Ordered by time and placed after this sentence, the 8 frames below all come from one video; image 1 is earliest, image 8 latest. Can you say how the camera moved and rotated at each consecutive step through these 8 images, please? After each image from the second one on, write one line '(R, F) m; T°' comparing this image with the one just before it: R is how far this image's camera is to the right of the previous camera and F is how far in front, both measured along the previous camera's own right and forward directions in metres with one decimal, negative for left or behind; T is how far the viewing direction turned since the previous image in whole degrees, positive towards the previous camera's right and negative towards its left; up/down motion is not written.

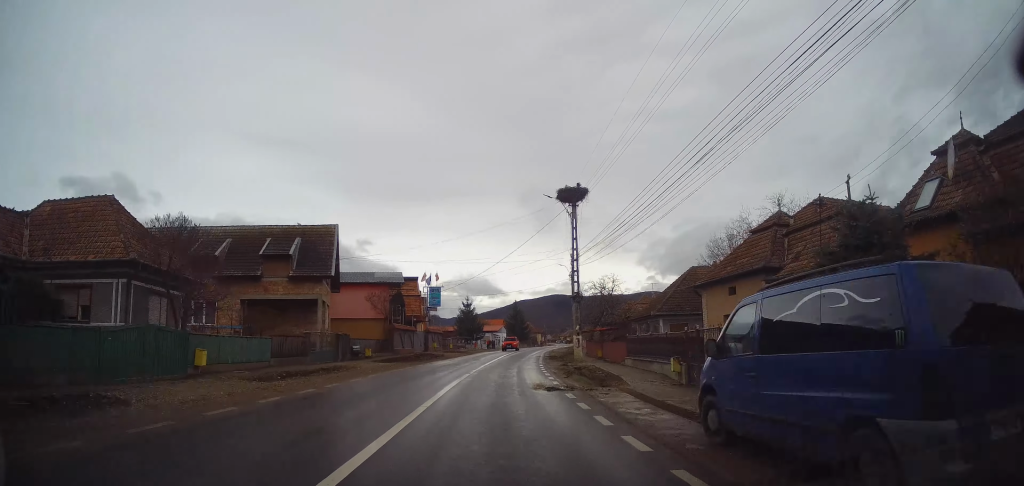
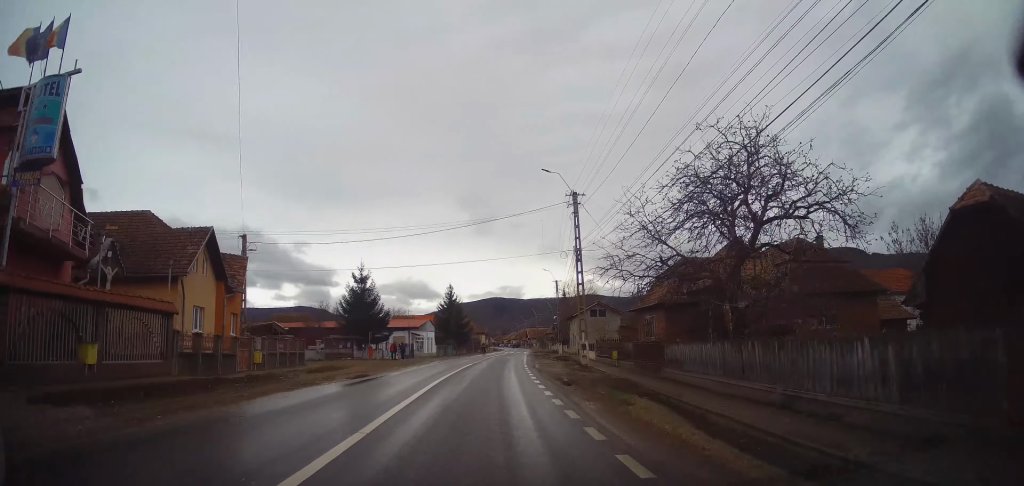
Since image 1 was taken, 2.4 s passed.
(+2.7, +42.6) m; +8°
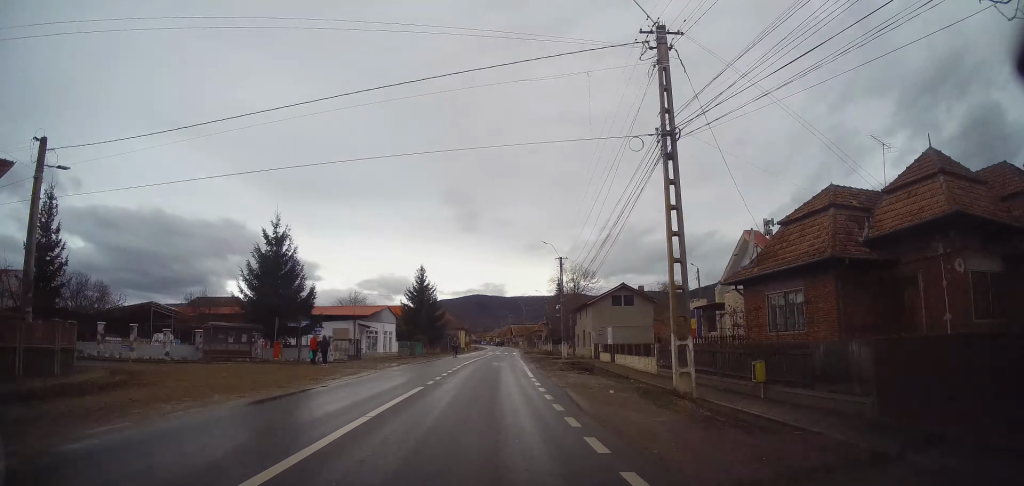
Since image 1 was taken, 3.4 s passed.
(+0.6, +18.6) m; +2°
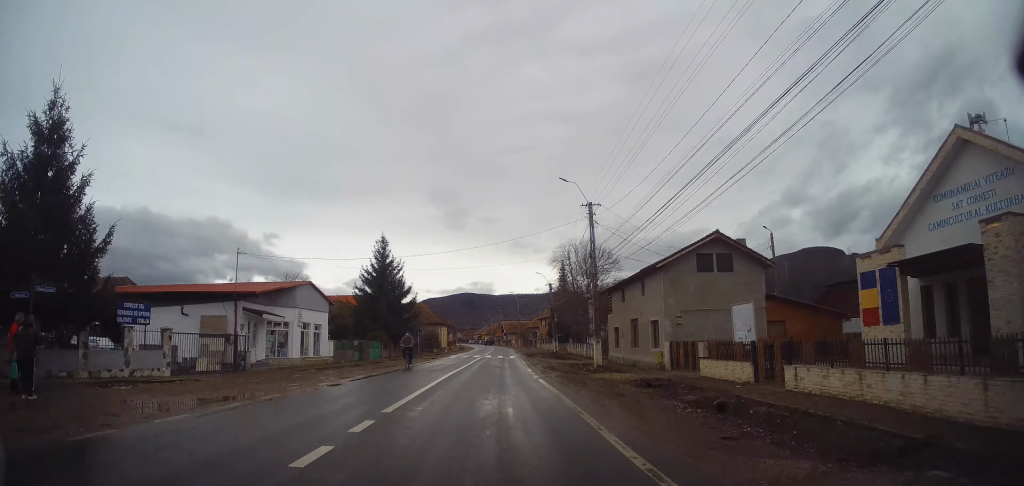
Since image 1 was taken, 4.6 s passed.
(0.0, +20.6) m; 0°
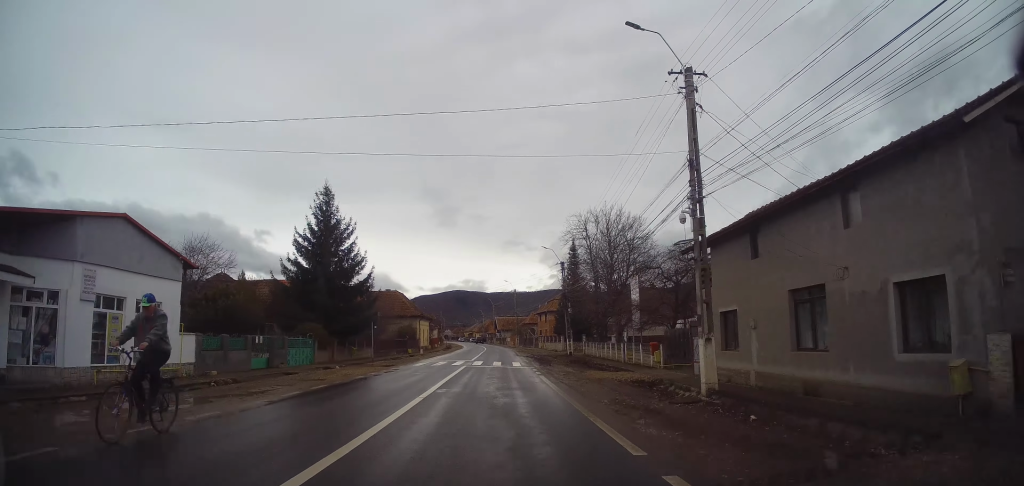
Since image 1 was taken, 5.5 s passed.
(+0.1, +17.6) m; +2°
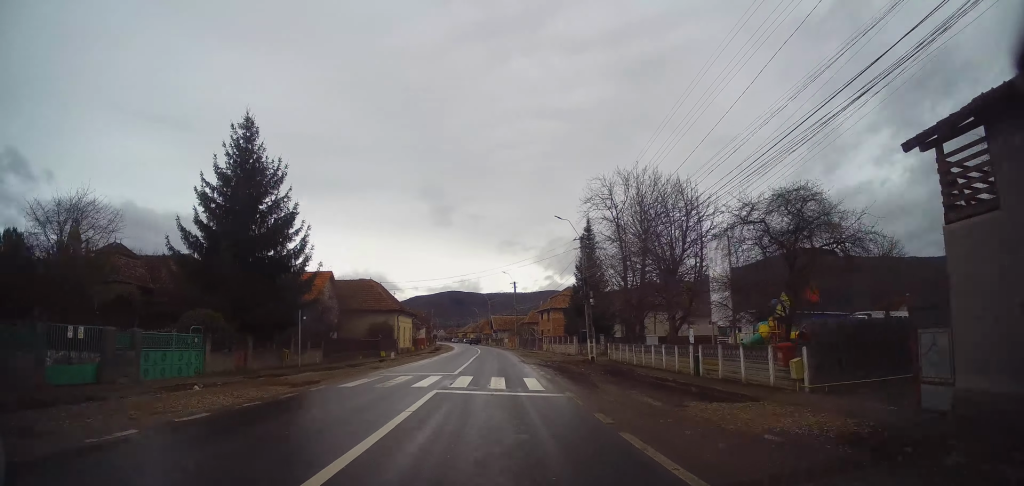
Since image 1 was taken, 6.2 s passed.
(+0.3, +12.7) m; +1°
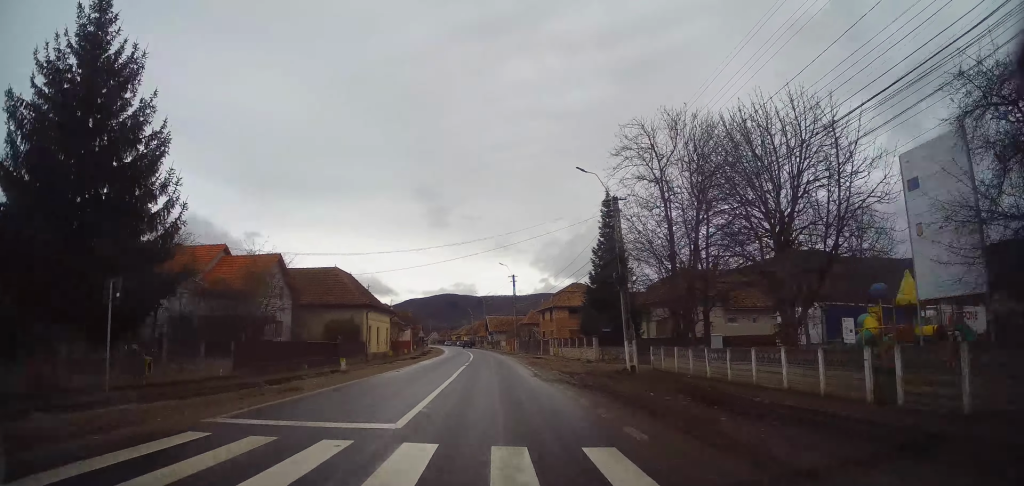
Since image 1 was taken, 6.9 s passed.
(0.0, +11.6) m; 0°
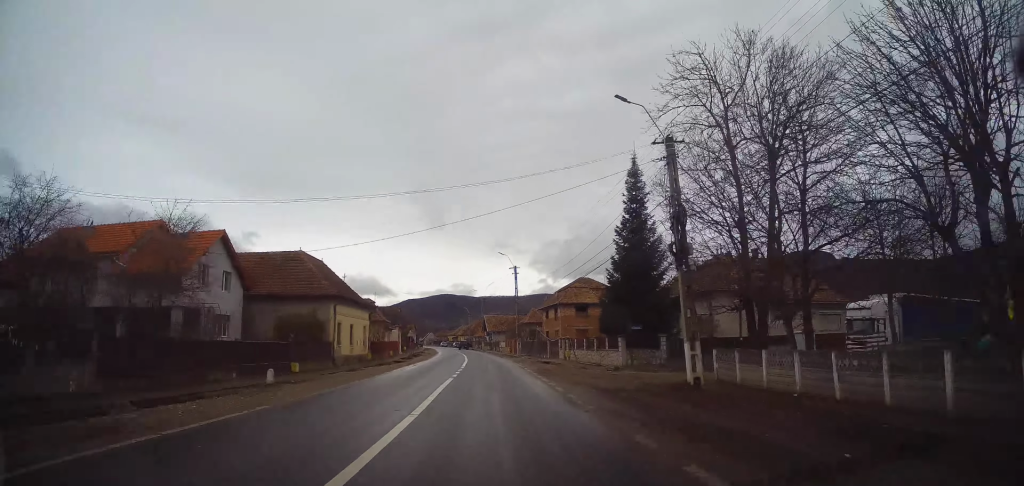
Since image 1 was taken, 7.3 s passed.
(0.0, +8.6) m; 0°
